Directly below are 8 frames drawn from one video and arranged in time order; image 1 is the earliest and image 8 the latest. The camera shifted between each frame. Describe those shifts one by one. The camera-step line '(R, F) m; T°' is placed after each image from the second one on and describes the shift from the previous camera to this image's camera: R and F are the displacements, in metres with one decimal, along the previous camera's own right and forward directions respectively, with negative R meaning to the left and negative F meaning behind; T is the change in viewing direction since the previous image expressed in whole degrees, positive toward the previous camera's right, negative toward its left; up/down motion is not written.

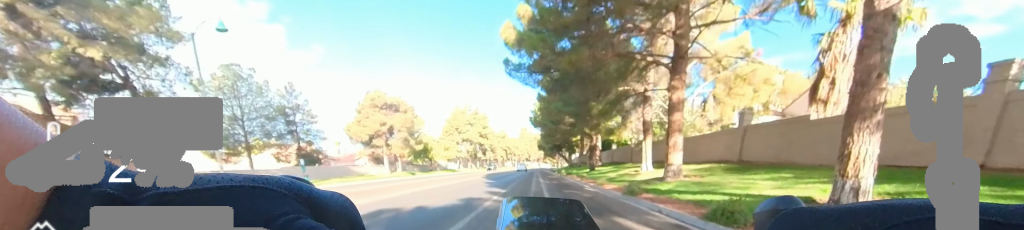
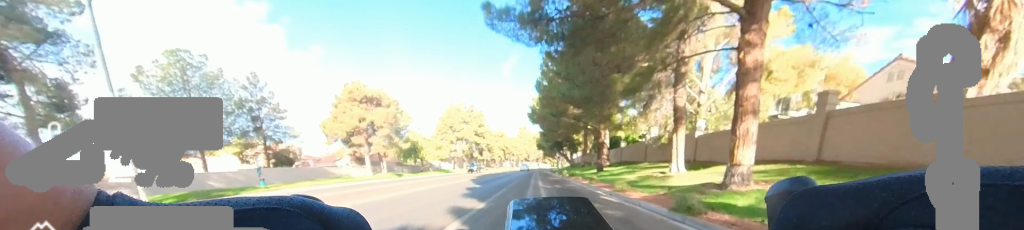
(0.0, +4.3) m; 0°
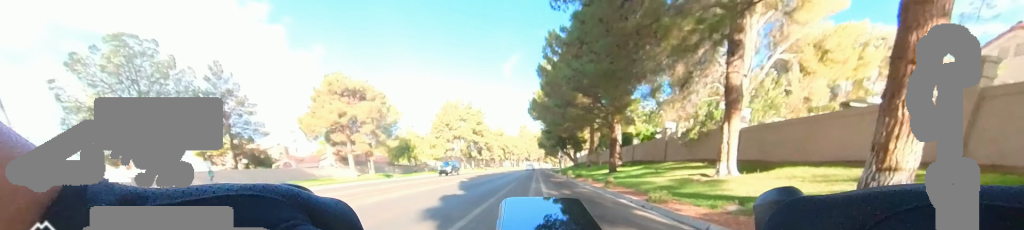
(0.0, +3.8) m; 0°
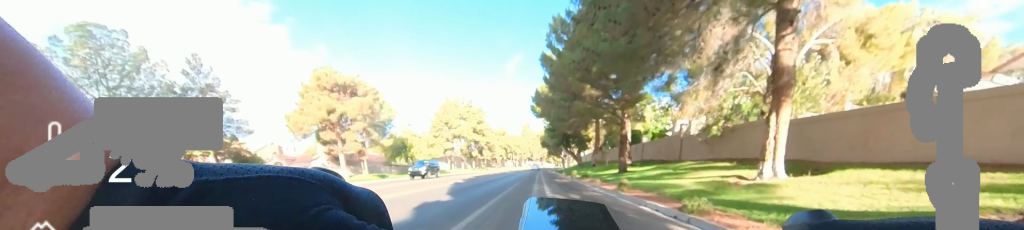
(0.0, +2.1) m; 0°
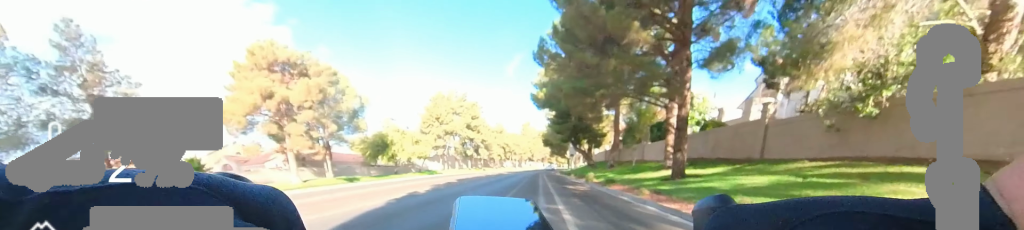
(0.0, +7.6) m; 0°
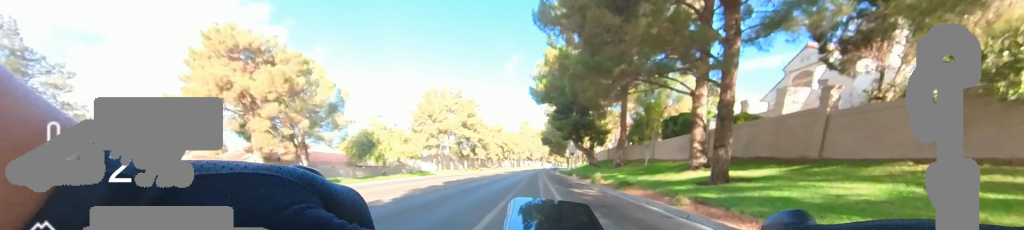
(0.0, +3.1) m; 0°
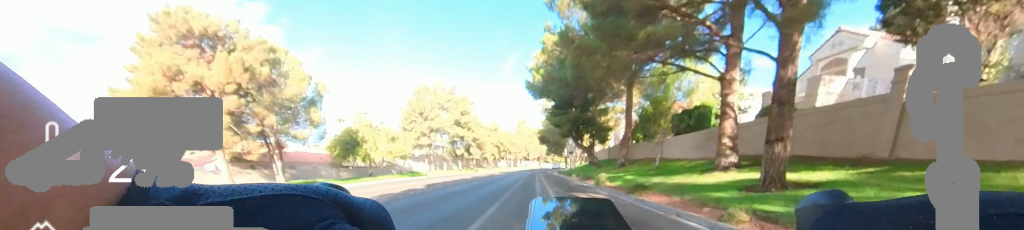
(0.0, +2.6) m; 0°
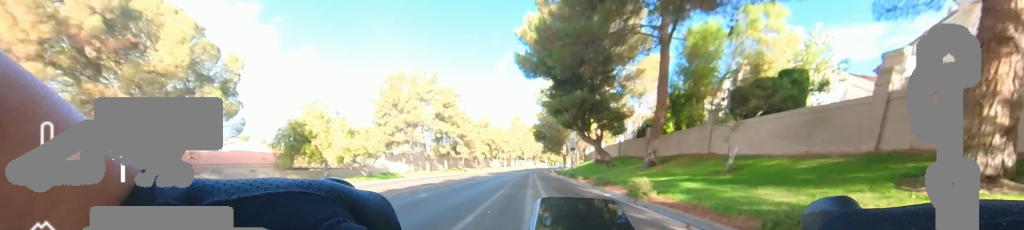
(0.0, +7.8) m; 0°
